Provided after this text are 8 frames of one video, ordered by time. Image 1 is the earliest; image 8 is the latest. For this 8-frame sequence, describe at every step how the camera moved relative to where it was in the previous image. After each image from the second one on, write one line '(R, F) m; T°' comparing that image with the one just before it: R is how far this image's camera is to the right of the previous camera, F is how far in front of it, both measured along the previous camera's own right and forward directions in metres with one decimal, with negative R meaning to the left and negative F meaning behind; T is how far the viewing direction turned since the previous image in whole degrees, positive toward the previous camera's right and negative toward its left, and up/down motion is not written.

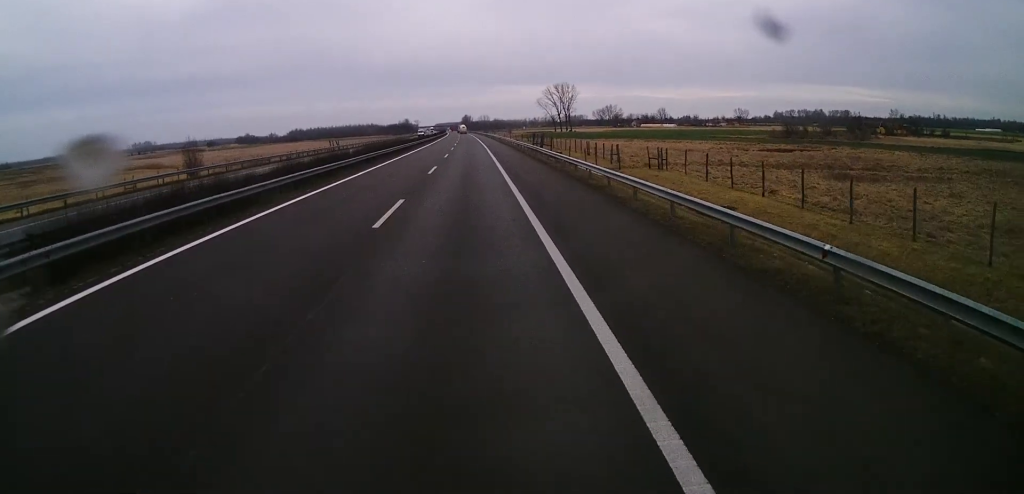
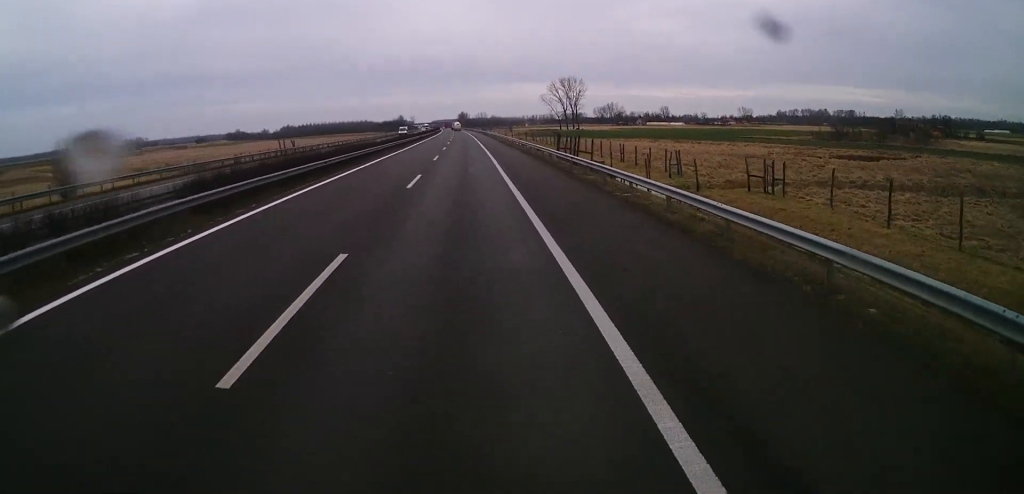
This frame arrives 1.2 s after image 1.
(-0.2, +27.7) m; 0°
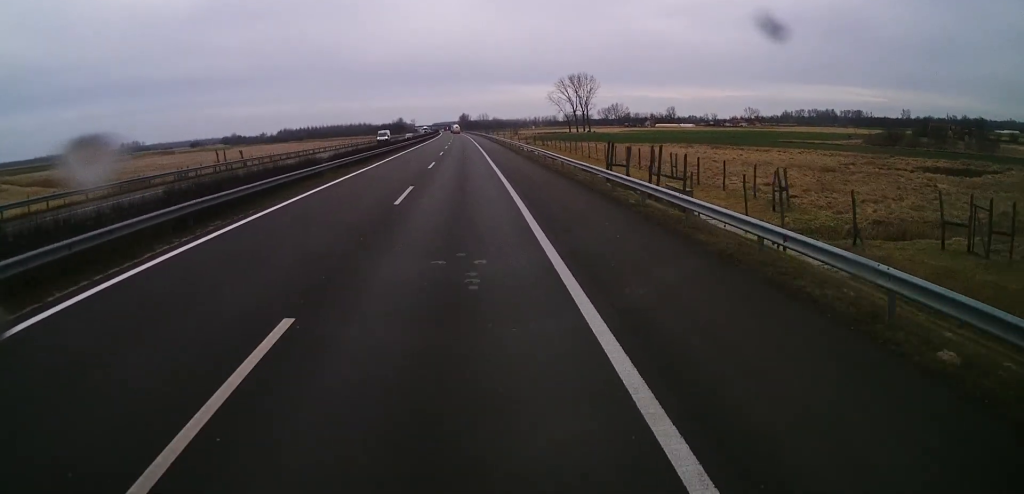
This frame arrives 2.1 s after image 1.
(+0.2, +21.5) m; 0°
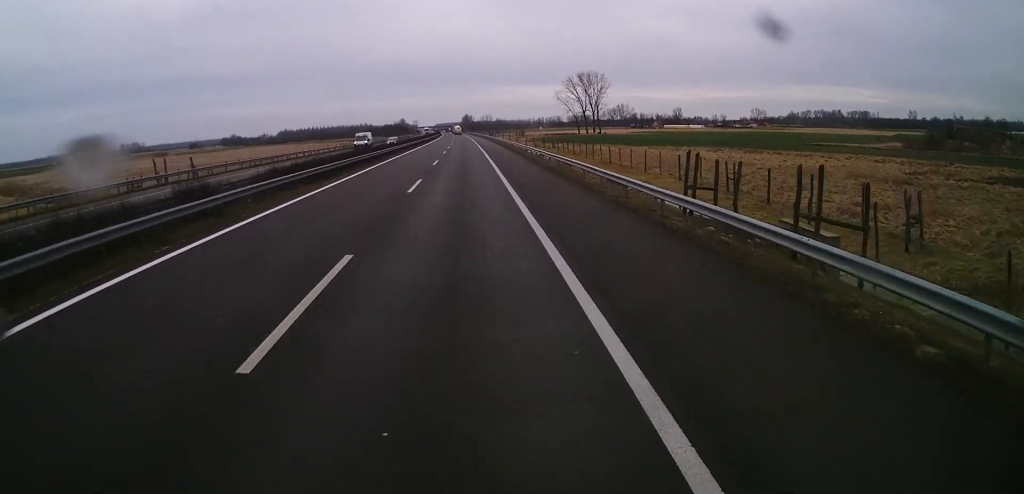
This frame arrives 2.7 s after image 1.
(0.0, +13.8) m; 0°
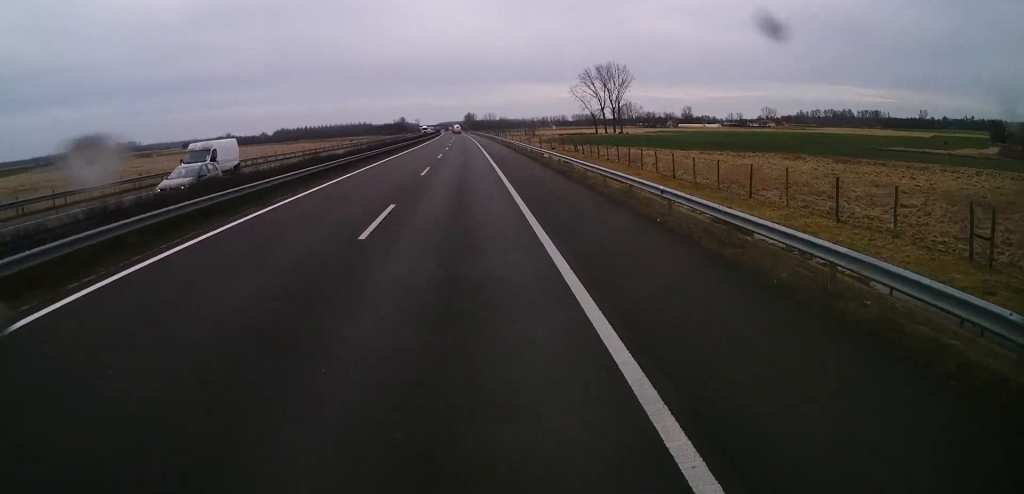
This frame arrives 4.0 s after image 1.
(-0.3, +28.4) m; -1°
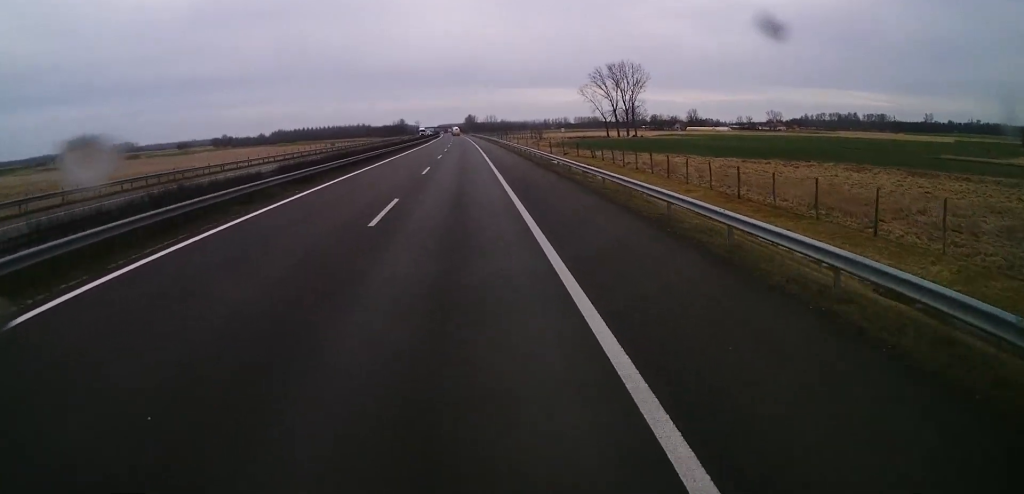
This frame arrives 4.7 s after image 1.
(0.0, +16.1) m; 0°
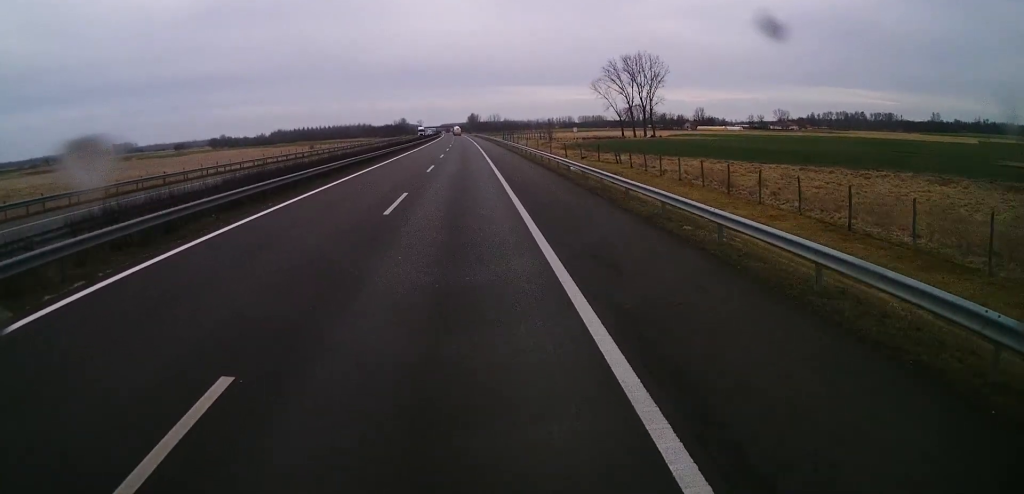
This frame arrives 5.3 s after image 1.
(0.0, +15.4) m; 0°
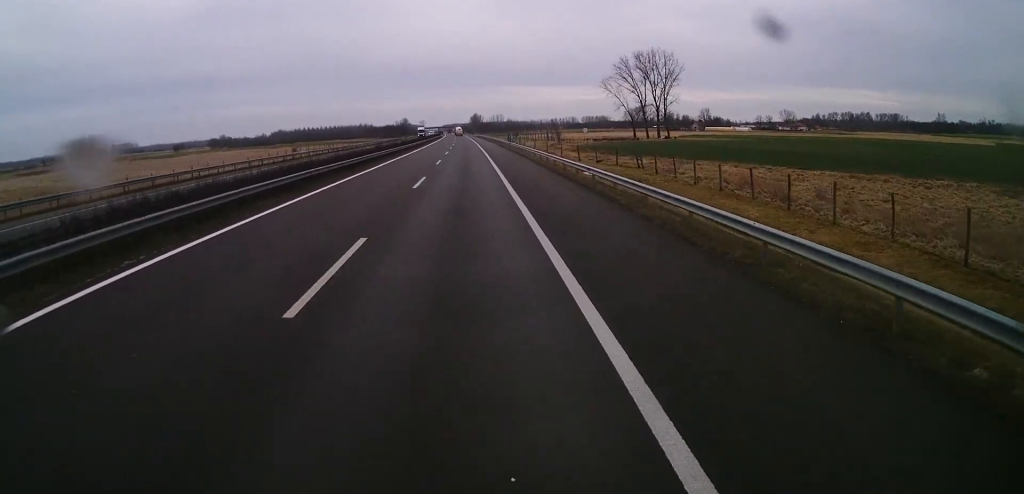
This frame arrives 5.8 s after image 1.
(0.0, +10.0) m; 0°
